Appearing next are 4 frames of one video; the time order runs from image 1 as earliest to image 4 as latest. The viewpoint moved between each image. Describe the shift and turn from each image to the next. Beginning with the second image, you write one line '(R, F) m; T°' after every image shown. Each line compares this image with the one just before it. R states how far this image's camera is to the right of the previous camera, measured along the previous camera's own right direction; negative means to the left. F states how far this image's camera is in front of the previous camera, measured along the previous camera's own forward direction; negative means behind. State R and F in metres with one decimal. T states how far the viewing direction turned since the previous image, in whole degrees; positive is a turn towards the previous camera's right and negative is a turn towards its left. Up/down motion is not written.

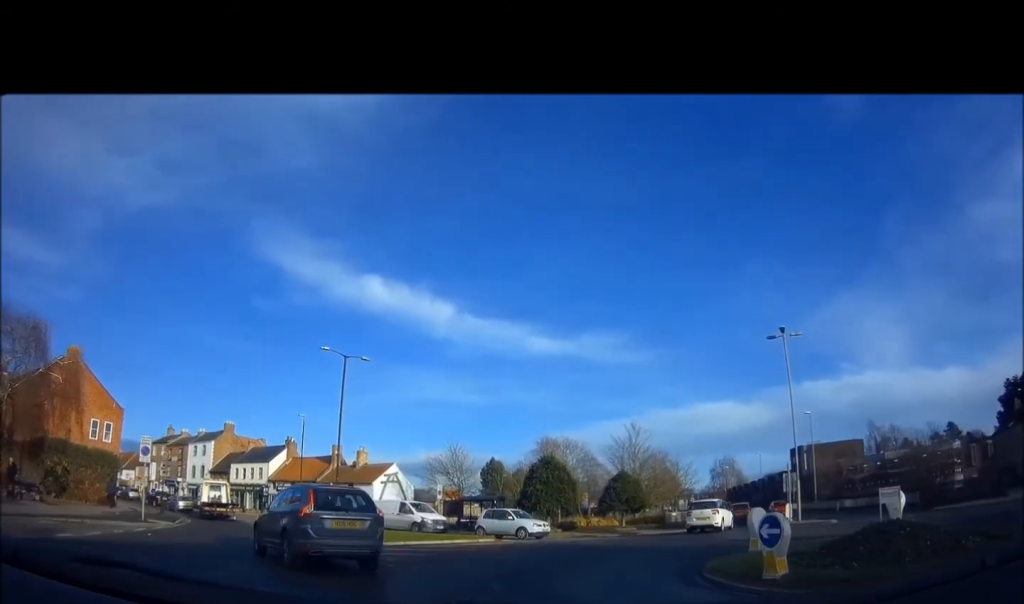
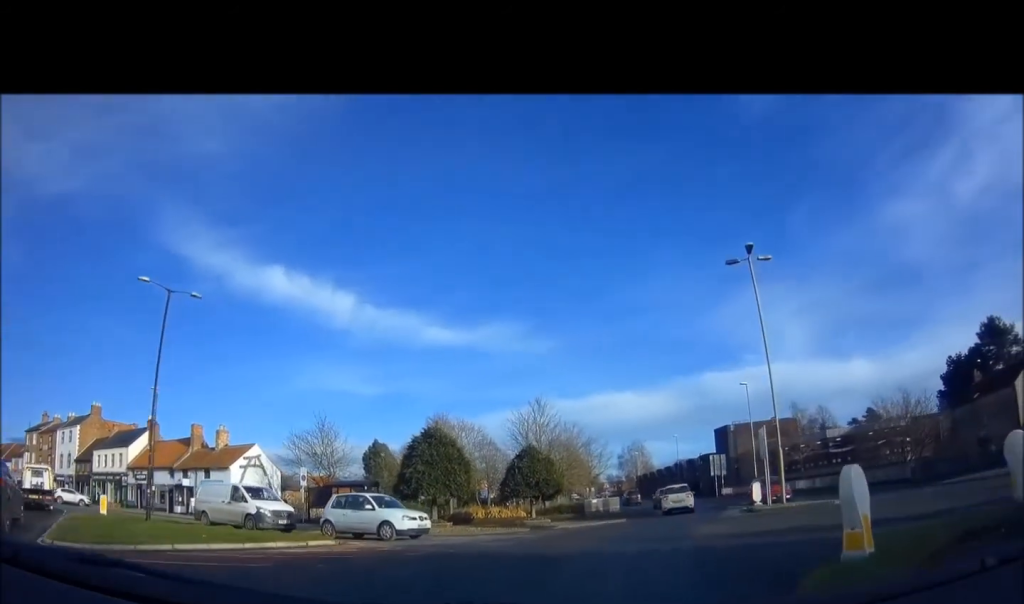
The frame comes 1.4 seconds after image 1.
(+0.3, +7.9) m; +8°
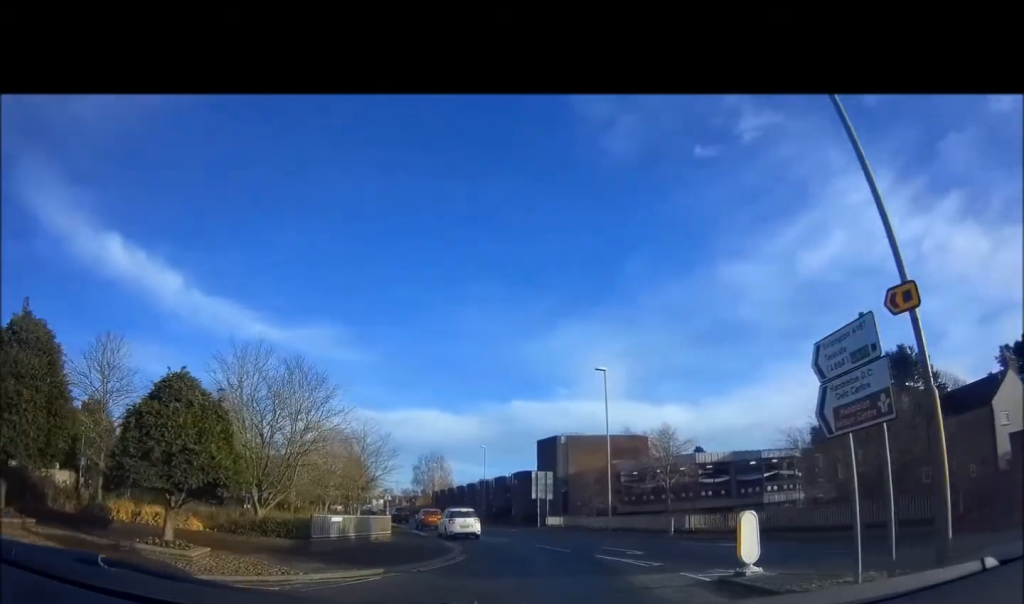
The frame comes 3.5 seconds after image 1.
(+2.8, +15.1) m; +17°
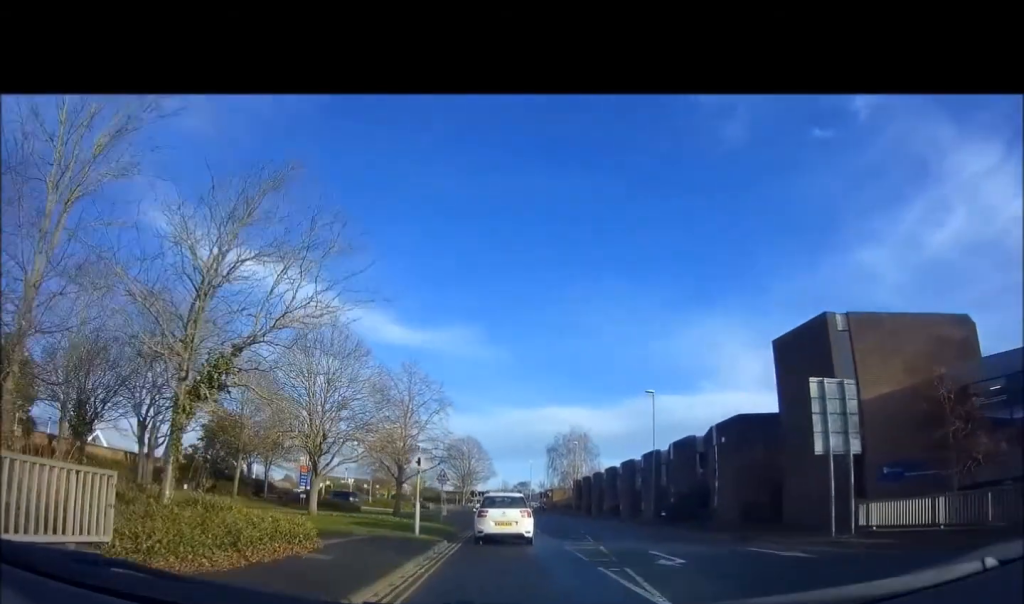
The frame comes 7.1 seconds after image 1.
(-1.9, +29.9) m; -11°
